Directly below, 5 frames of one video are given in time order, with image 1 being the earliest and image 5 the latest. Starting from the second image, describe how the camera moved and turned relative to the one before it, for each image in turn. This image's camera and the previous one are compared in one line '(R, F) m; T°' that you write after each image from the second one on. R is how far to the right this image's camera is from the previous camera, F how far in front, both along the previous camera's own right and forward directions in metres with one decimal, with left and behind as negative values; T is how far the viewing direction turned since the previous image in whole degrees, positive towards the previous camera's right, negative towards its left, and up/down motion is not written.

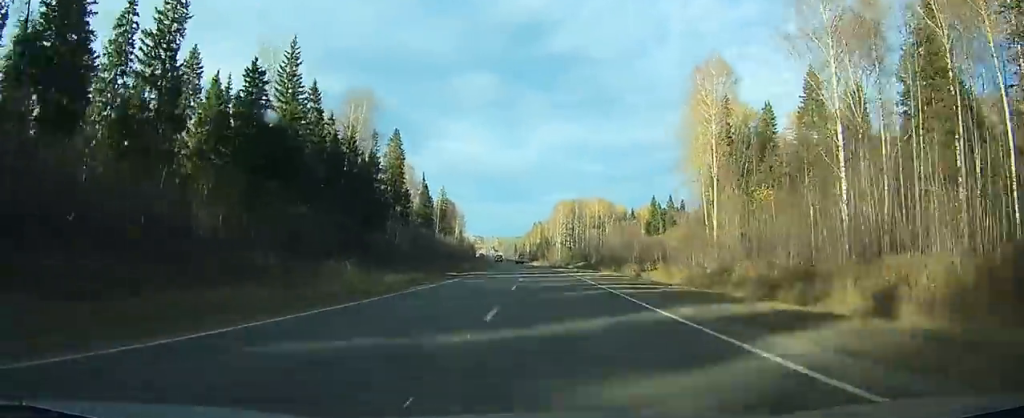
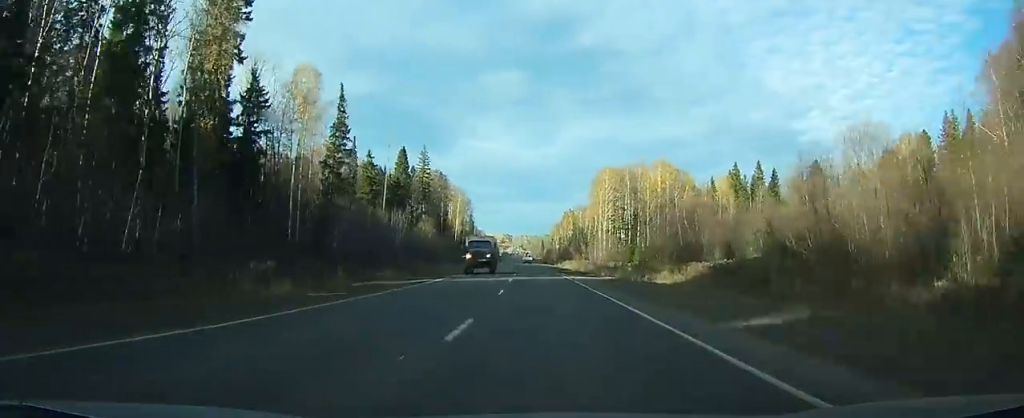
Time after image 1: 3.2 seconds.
(-2.4, +87.5) m; -3°
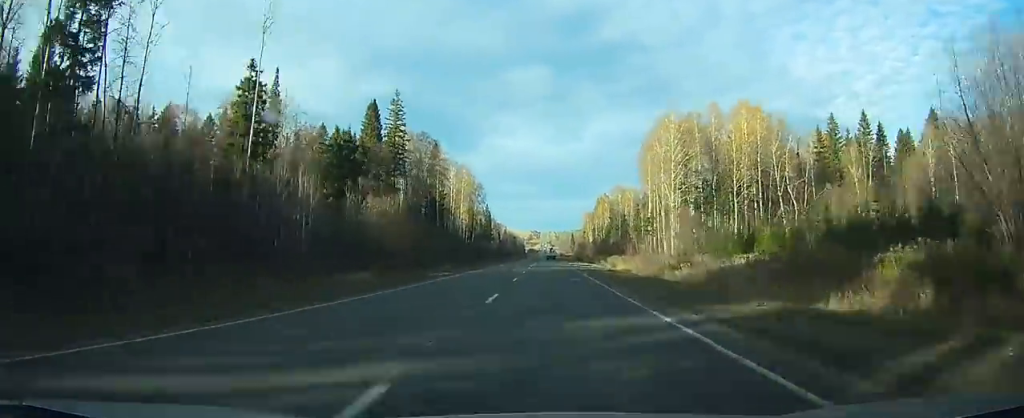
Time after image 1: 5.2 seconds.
(-0.8, +54.5) m; -2°
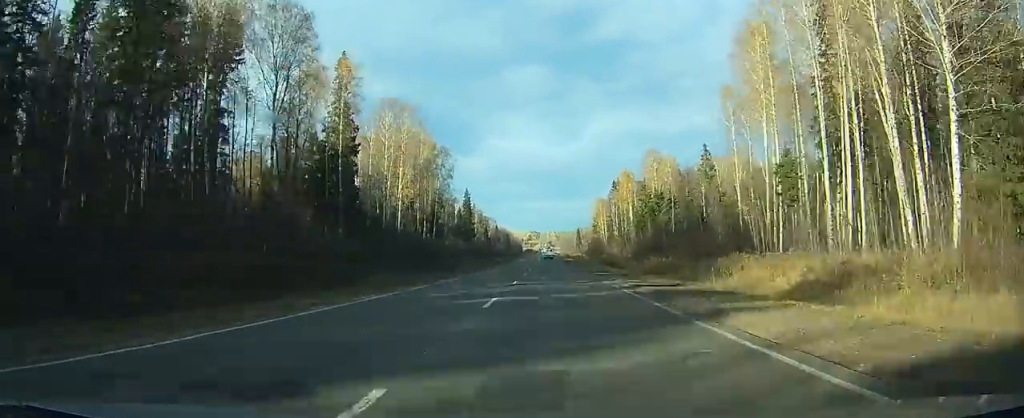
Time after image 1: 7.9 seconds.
(-1.4, +72.6) m; -2°
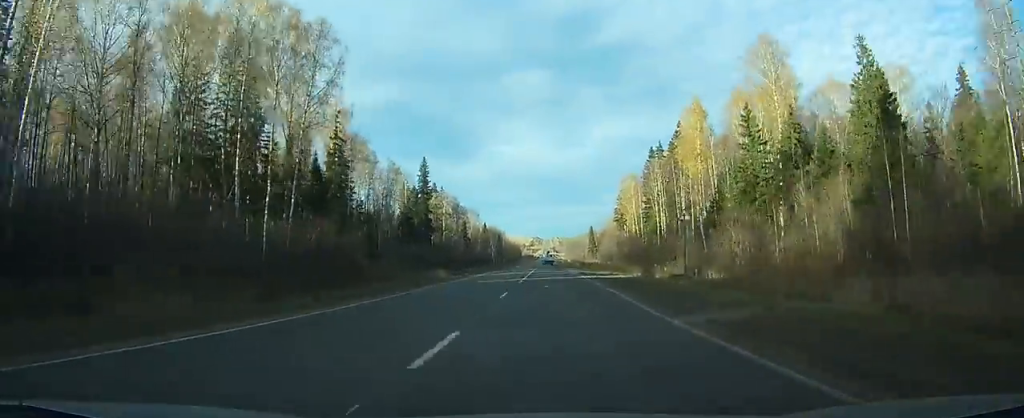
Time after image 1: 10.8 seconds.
(-0.3, +79.4) m; 0°
